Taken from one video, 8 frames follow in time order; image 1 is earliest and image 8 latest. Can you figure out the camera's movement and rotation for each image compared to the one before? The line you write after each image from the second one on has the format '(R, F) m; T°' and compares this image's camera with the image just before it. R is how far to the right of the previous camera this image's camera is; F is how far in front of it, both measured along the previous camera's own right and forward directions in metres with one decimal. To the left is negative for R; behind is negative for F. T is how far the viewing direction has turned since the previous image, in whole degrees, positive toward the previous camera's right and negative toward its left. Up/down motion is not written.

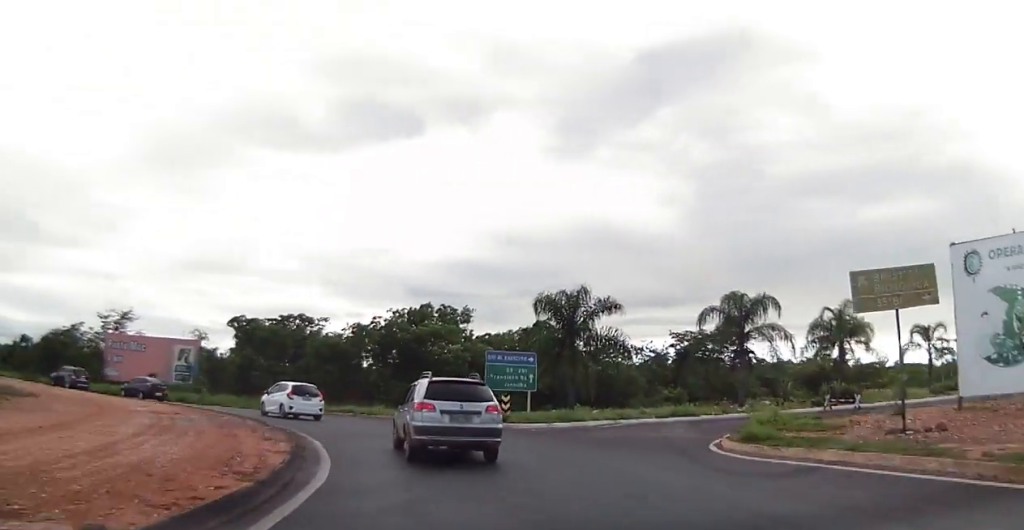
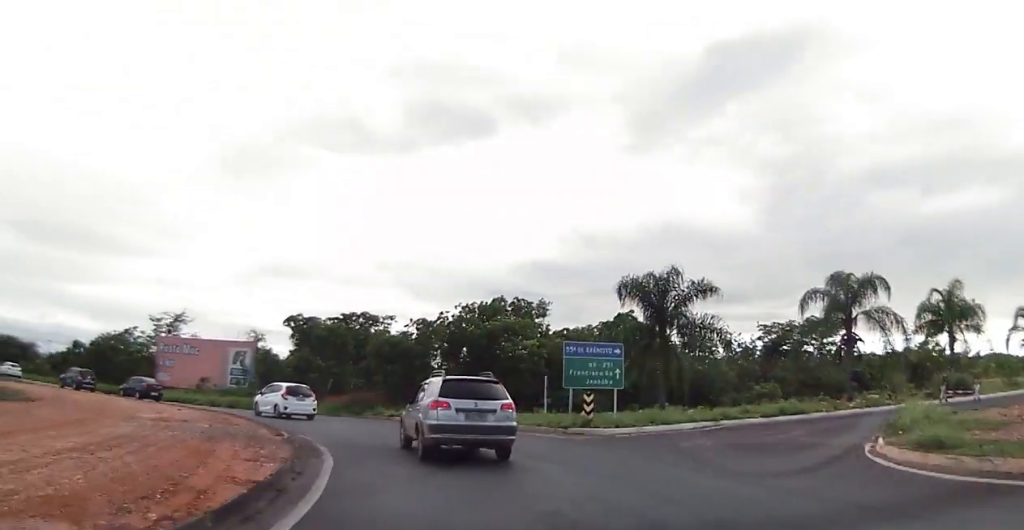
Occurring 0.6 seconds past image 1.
(-0.5, +4.6) m; -7°
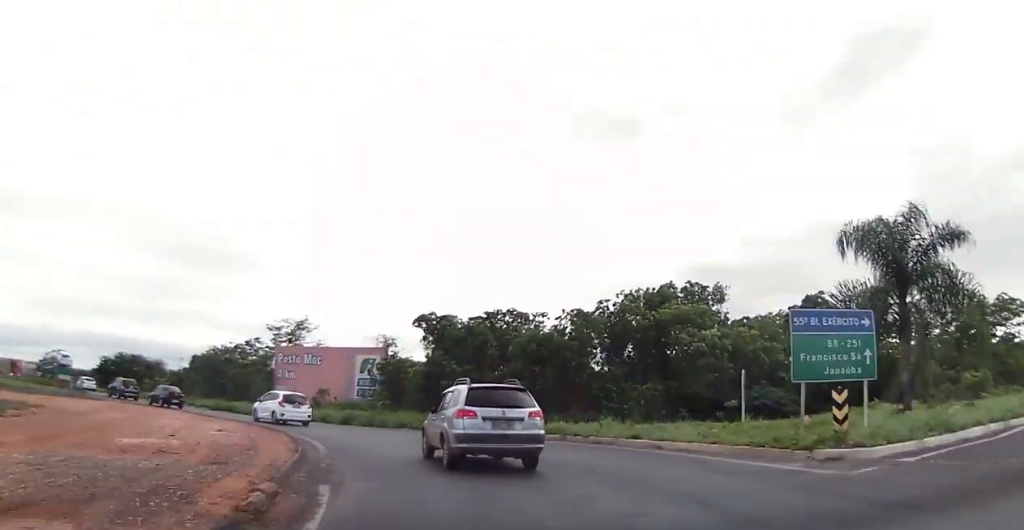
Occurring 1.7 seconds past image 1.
(-0.8, +8.6) m; -11°
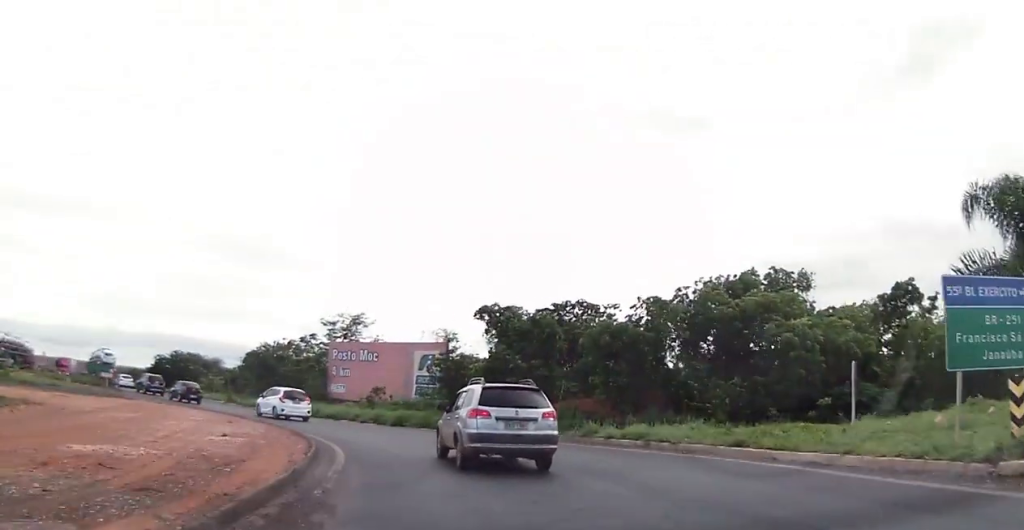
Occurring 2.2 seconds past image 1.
(-0.2, +3.7) m; -4°
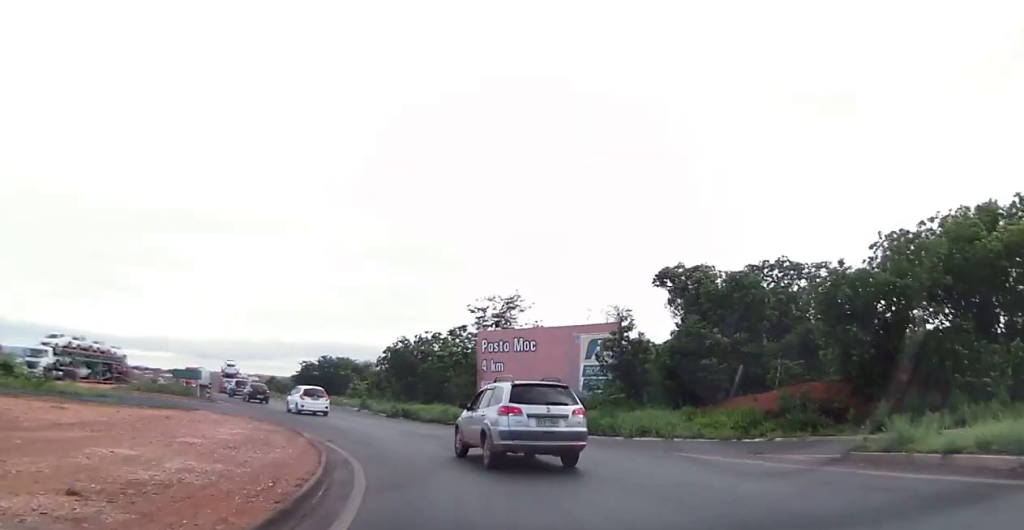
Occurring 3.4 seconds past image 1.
(-1.0, +10.3) m; -12°
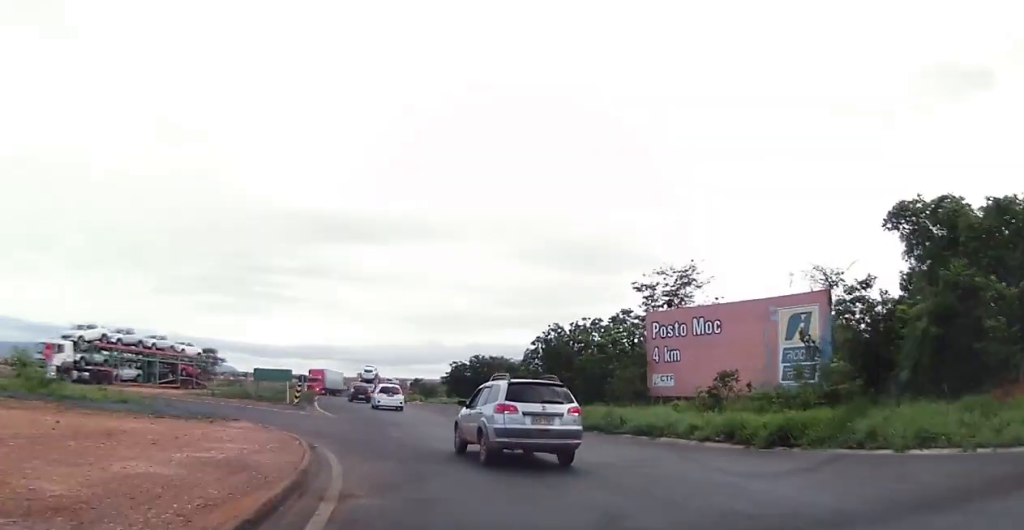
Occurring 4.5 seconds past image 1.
(-1.1, +10.0) m; -12°
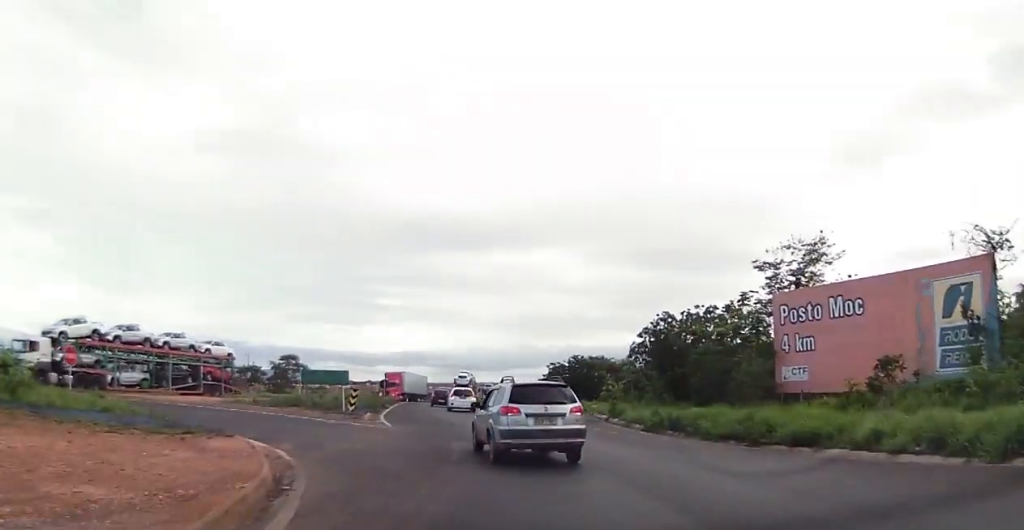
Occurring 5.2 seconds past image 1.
(-0.5, +6.6) m; -7°
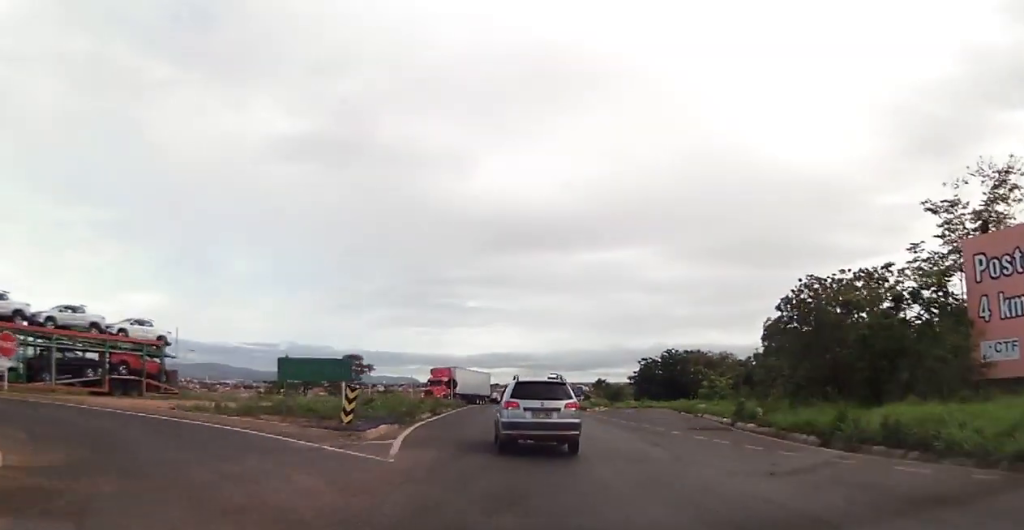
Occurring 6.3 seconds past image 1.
(-0.9, +10.9) m; -7°
